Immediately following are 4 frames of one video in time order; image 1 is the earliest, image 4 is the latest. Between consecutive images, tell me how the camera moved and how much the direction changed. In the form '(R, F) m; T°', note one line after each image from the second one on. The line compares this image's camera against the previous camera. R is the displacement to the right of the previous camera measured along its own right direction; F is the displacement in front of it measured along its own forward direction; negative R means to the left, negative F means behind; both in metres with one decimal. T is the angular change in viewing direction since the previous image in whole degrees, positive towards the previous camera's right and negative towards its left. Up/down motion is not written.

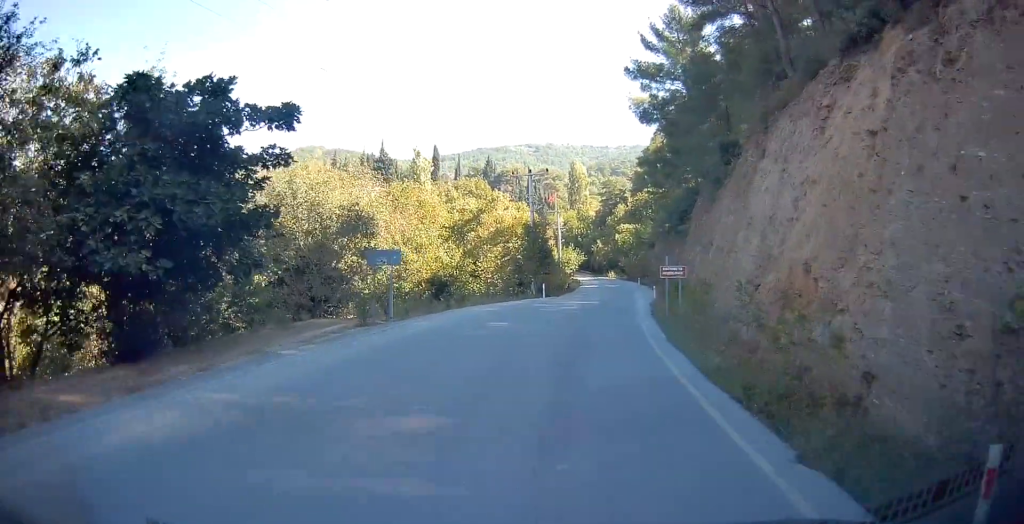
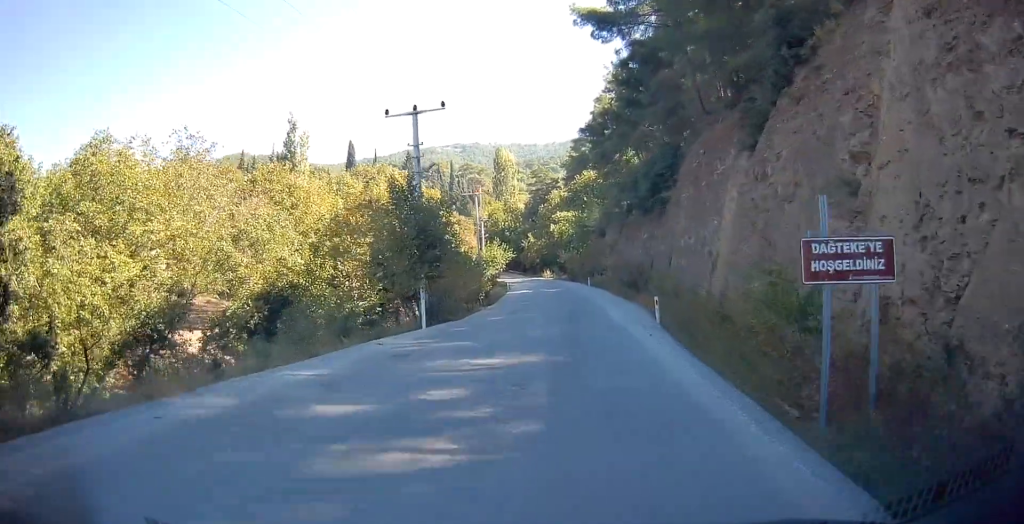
(+1.7, +19.0) m; +10°
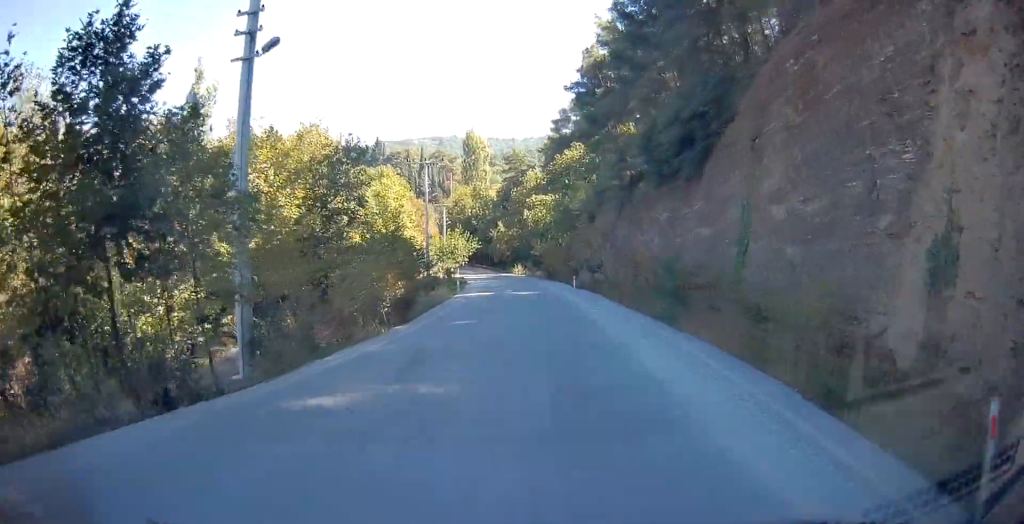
(+0.8, +14.6) m; +2°
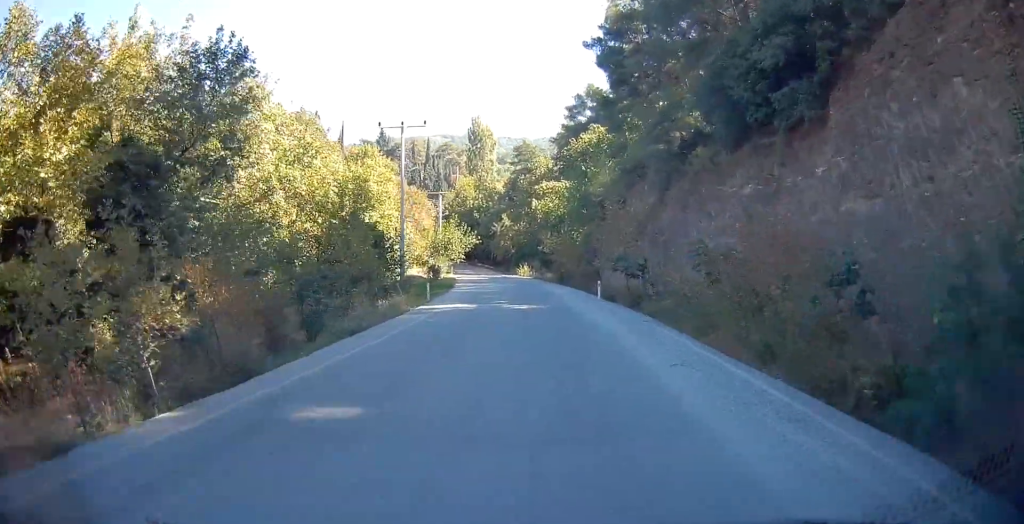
(-0.2, +11.1) m; -2°
